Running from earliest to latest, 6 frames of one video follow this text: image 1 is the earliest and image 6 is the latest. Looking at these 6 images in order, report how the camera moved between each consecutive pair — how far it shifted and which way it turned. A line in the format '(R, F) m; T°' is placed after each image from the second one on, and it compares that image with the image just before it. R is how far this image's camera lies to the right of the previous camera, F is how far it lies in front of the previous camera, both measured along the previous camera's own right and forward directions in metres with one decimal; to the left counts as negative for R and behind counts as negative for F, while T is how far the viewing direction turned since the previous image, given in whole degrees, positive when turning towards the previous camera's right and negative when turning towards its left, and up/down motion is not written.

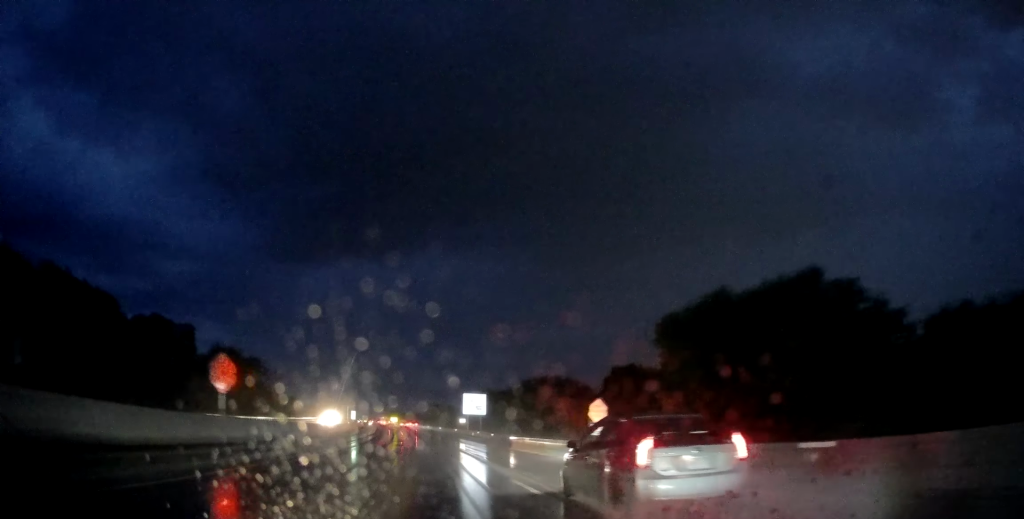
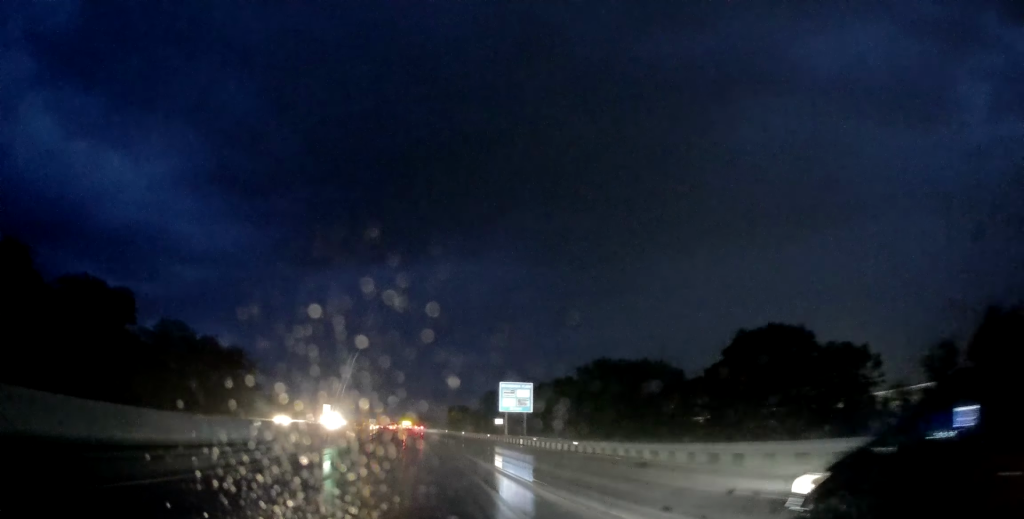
(-0.4, +37.2) m; -1°
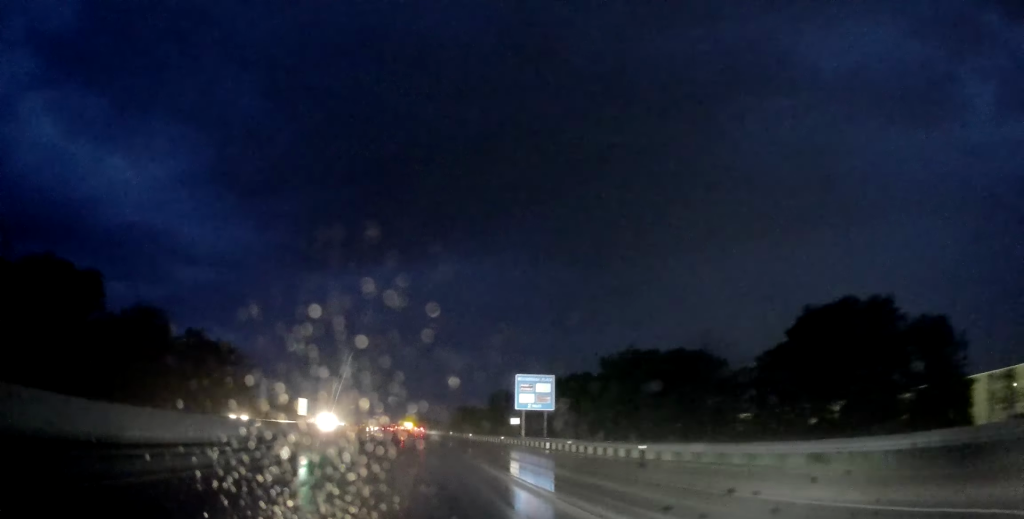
(0.0, +12.3) m; -1°
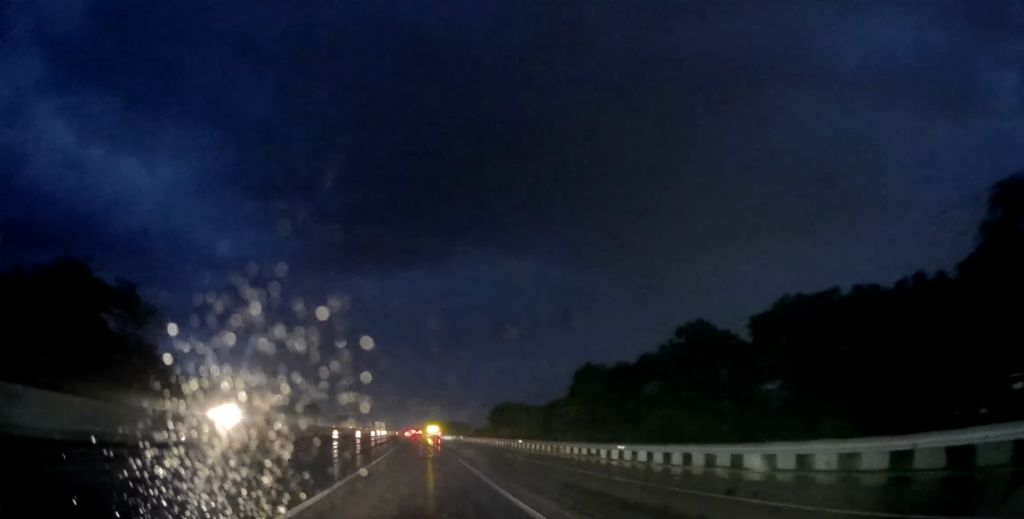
(-1.7, +65.4) m; -4°
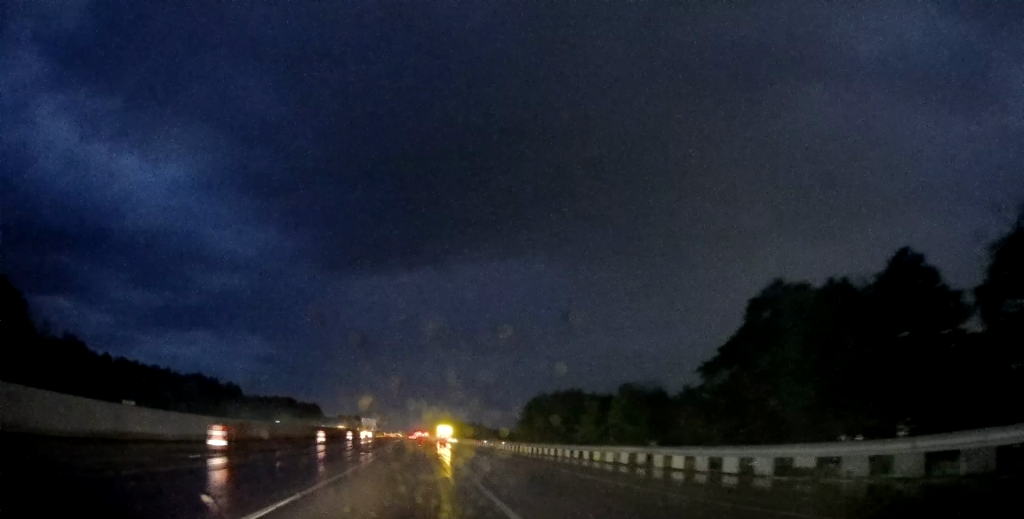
(-1.3, +49.7) m; -2°
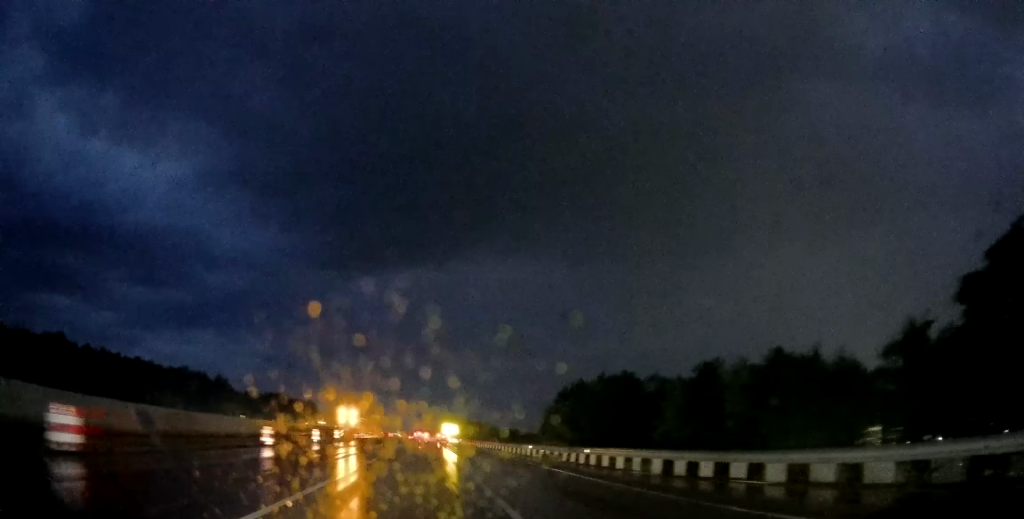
(+0.2, +30.8) m; -1°
